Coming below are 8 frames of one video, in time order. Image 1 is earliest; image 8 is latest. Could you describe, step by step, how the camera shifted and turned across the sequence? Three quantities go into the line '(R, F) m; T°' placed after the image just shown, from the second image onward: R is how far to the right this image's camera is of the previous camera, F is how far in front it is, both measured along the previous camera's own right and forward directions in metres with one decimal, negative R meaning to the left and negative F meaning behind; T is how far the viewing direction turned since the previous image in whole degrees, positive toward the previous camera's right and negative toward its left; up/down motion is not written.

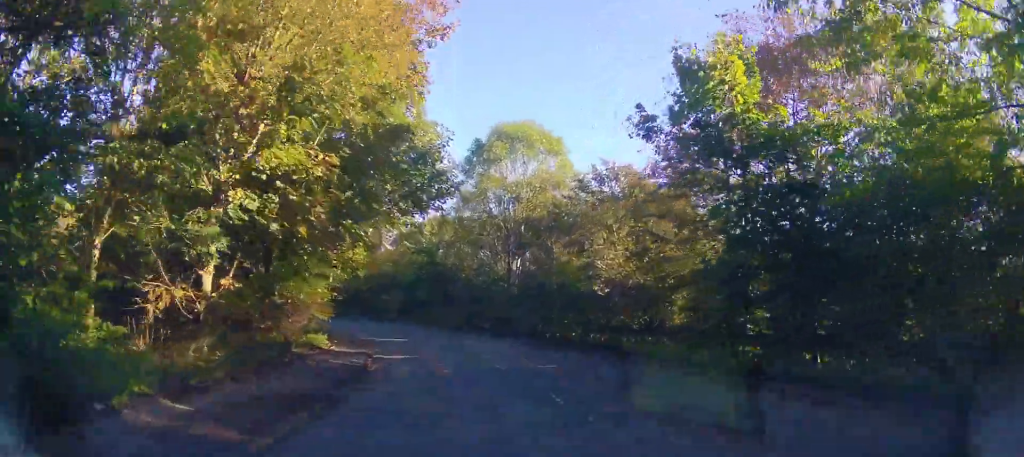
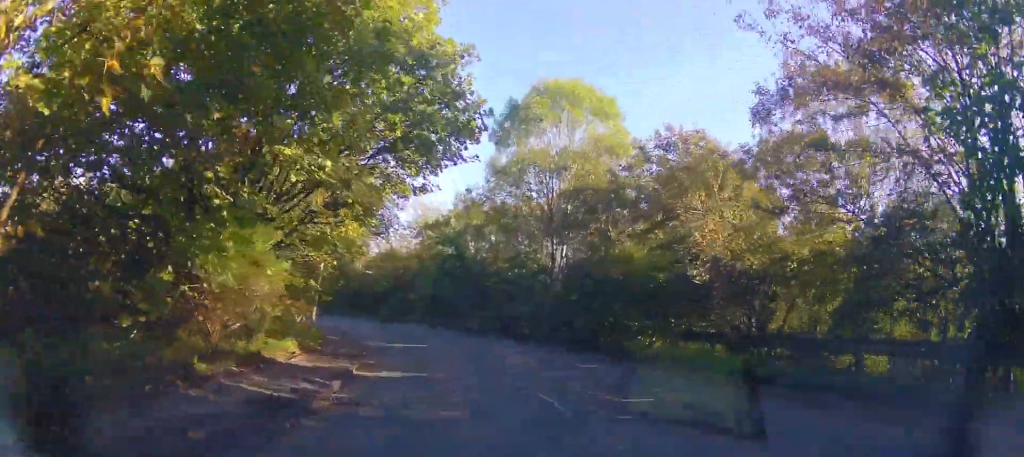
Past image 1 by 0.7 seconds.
(+0.2, +6.4) m; -4°
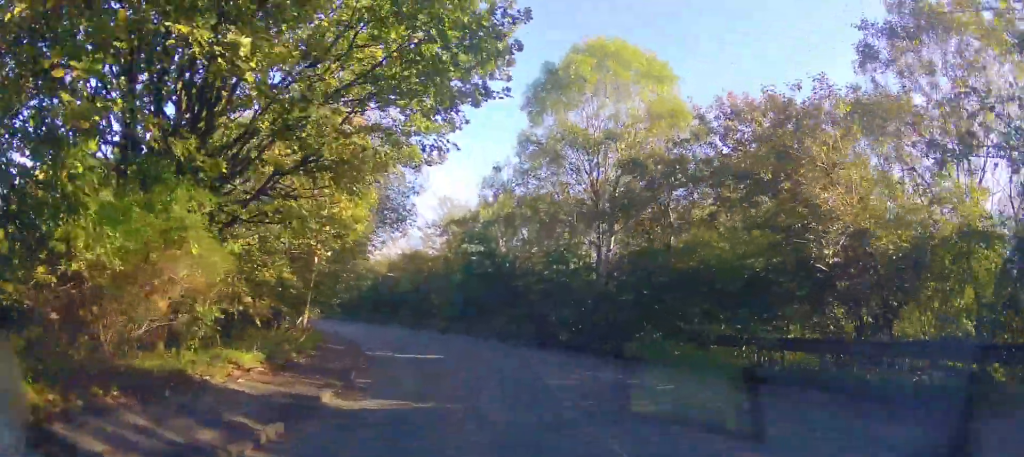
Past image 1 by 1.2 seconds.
(-0.2, +4.2) m; -3°
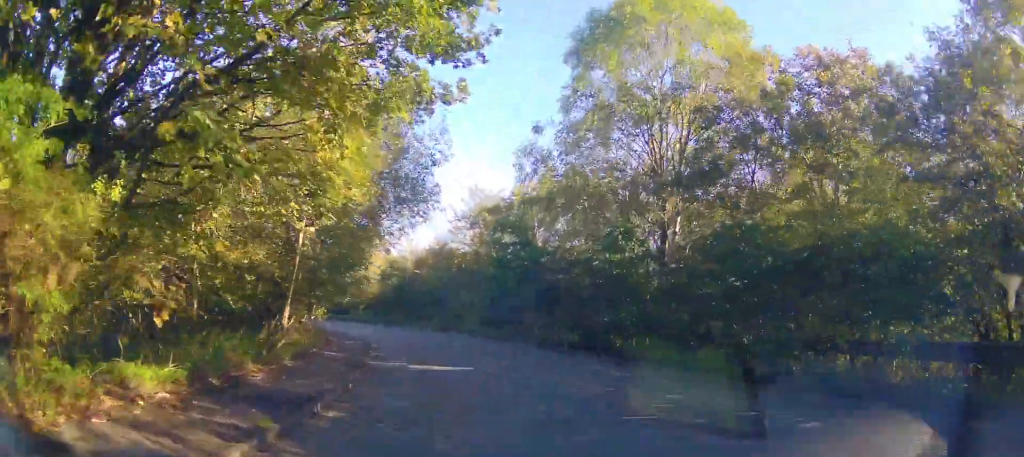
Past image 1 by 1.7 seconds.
(-0.3, +4.3) m; -4°
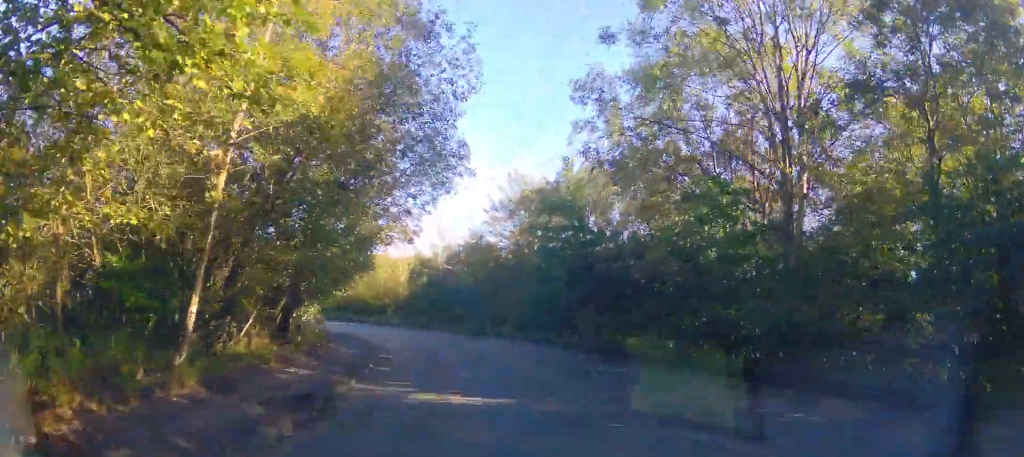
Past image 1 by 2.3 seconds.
(-0.2, +5.9) m; -3°
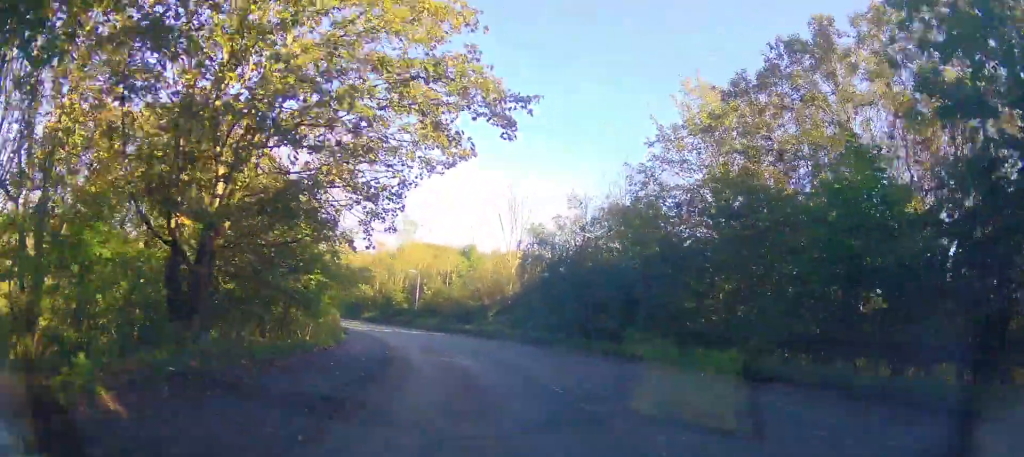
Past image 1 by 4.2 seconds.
(-1.2, +18.2) m; -10°
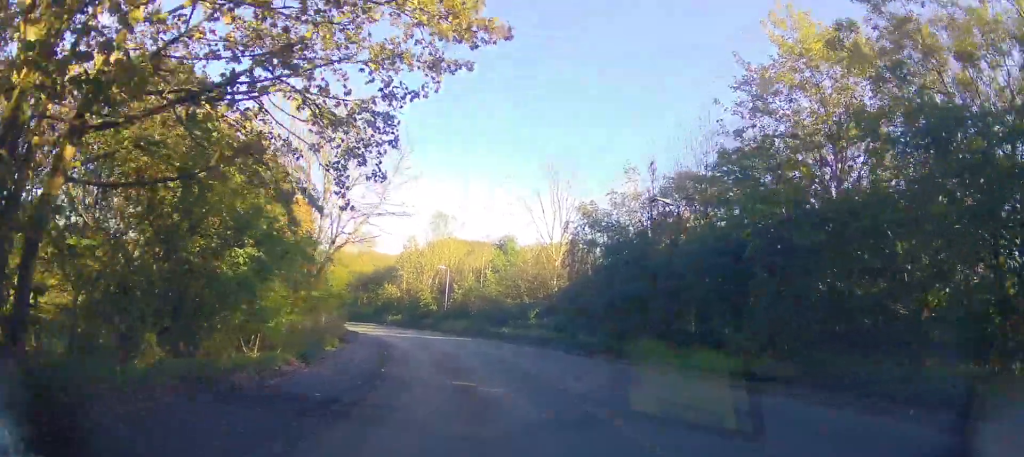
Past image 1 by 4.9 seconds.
(-0.1, +6.4) m; -5°
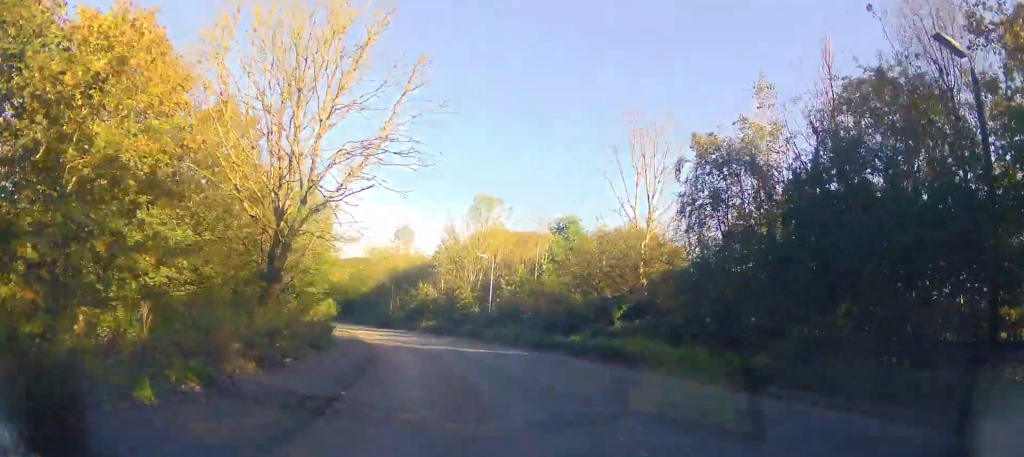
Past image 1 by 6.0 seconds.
(-0.9, +11.0) m; -6°
